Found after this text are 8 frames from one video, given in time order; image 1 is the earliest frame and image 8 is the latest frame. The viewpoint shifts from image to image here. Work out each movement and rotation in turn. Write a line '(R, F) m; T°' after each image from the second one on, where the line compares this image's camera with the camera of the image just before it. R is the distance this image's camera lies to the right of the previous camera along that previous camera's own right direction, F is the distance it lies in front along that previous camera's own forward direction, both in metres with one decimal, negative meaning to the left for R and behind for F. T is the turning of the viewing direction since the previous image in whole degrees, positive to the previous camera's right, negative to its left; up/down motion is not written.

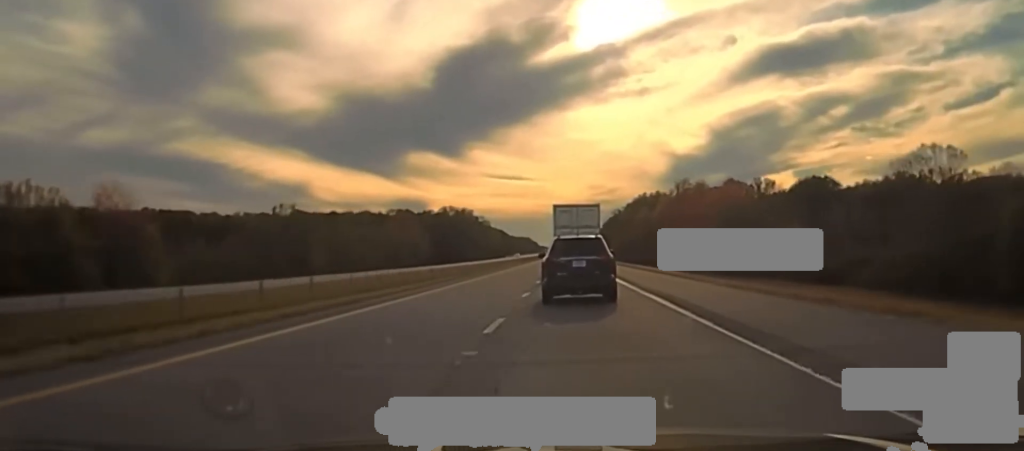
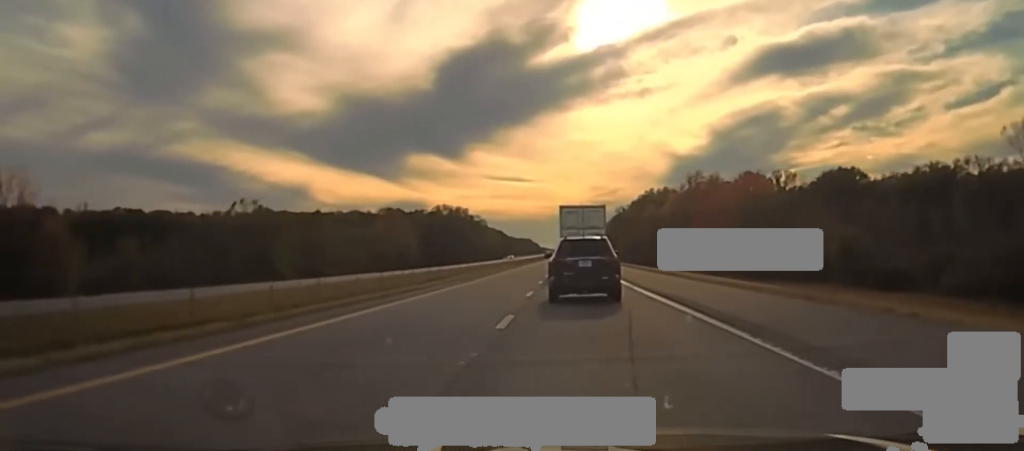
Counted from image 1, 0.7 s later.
(-0.1, +20.9) m; 0°
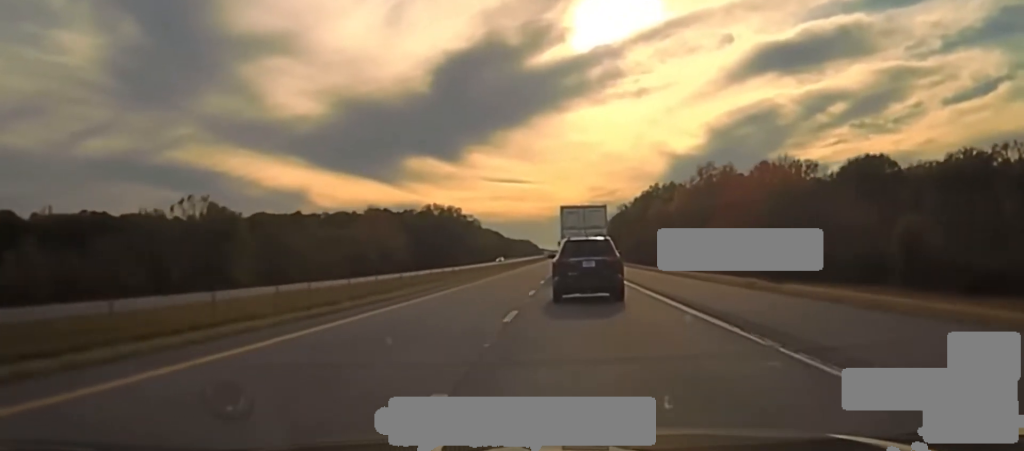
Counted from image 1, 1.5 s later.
(0.0, +21.4) m; 0°
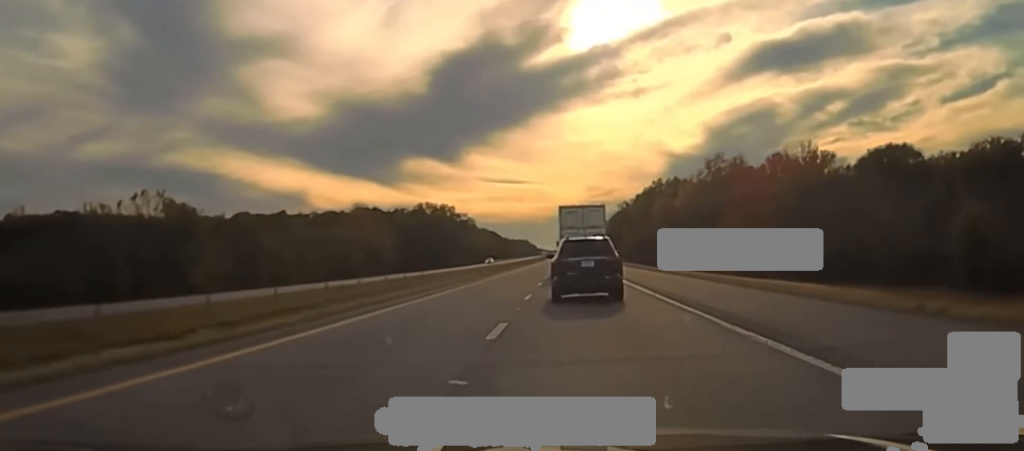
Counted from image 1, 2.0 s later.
(+0.2, +14.9) m; 0°
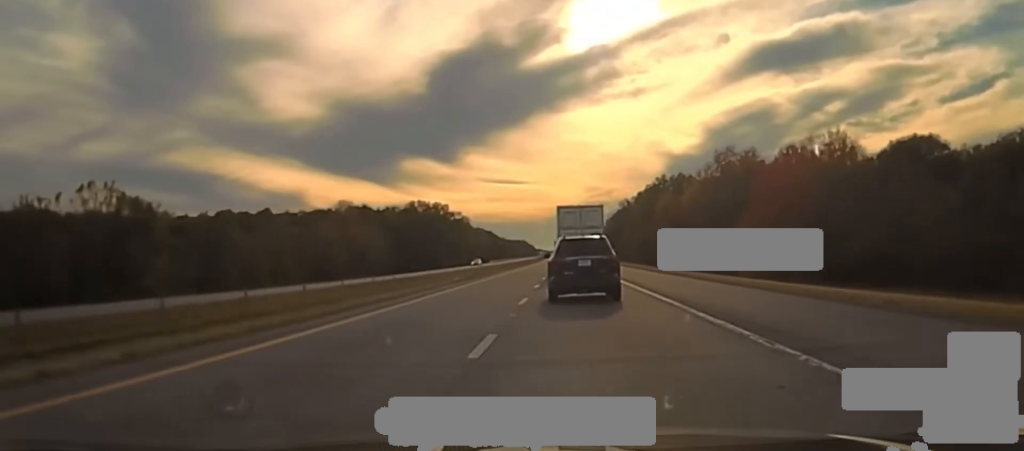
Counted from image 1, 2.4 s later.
(-0.1, +14.4) m; 0°
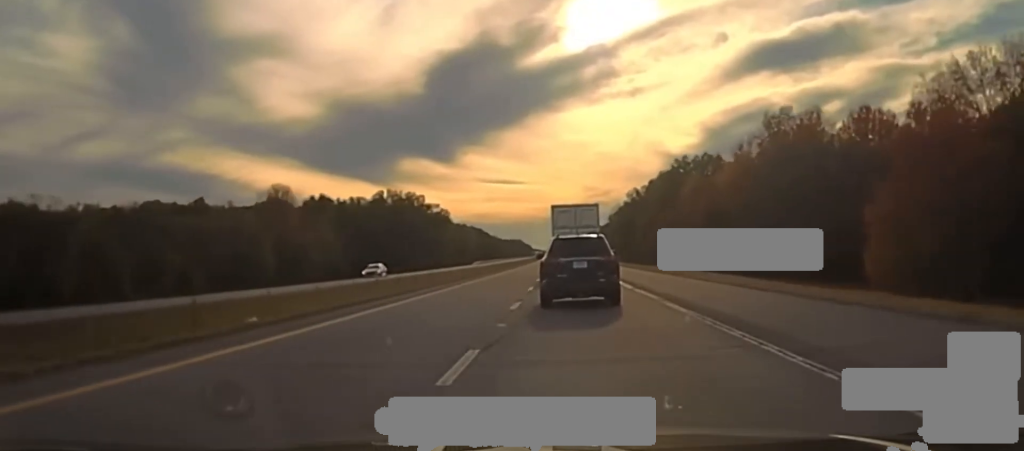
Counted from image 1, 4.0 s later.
(+0.2, +51.0) m; +1°
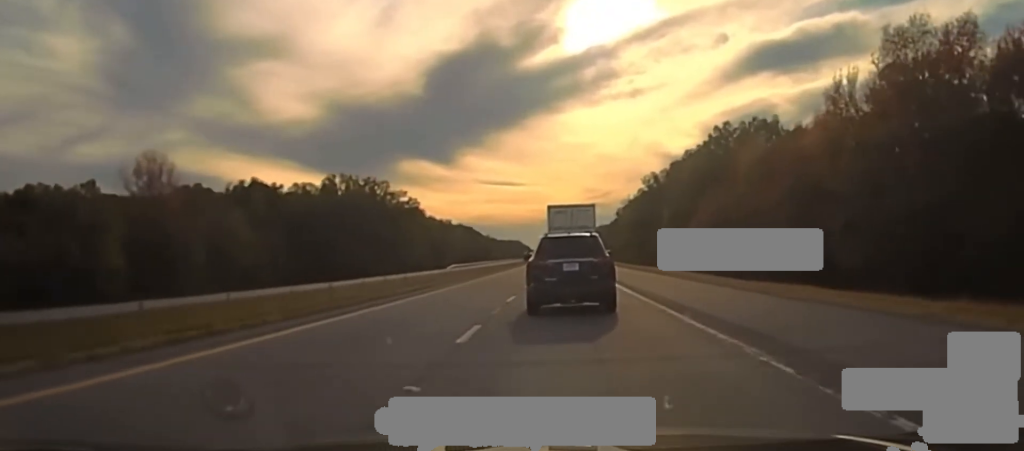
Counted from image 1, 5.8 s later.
(+0.1, +59.7) m; 0°
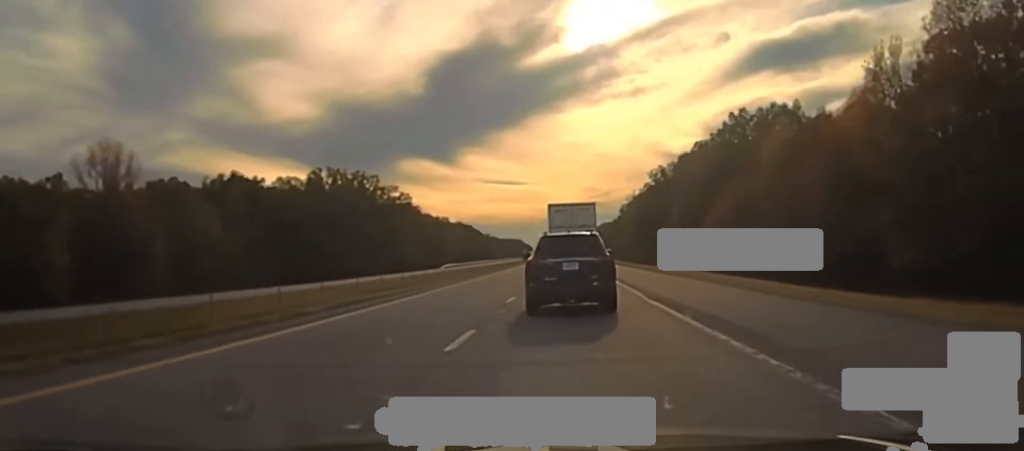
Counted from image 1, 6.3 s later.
(0.0, +14.6) m; 0°
